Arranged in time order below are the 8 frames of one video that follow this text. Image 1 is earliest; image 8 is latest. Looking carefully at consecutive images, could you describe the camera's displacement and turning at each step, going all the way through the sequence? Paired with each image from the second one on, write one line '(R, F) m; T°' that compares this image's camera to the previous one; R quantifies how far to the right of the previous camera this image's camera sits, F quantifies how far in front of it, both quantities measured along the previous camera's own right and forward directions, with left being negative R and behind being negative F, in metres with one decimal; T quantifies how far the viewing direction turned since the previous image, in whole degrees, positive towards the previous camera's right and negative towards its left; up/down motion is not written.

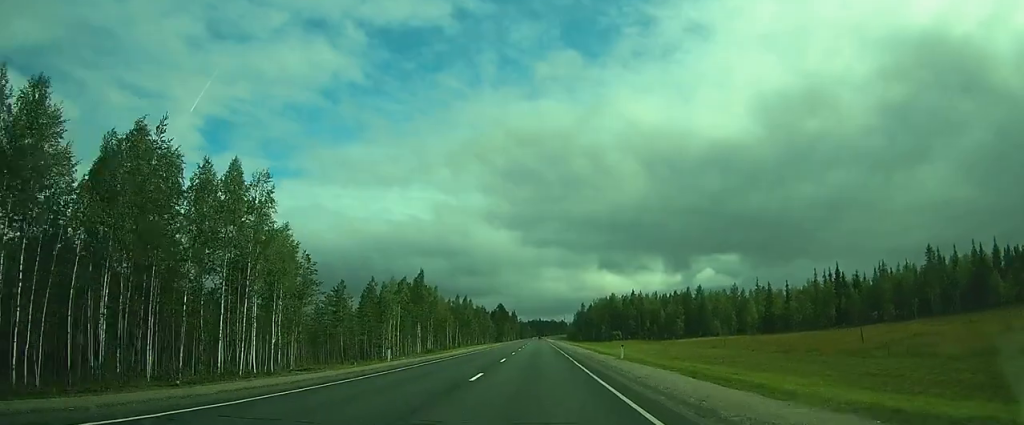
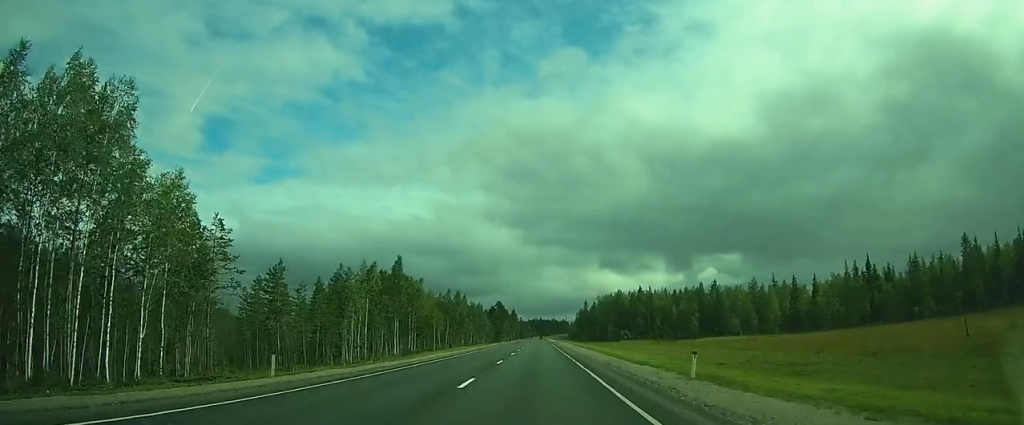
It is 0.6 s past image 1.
(-0.4, +13.9) m; 0°
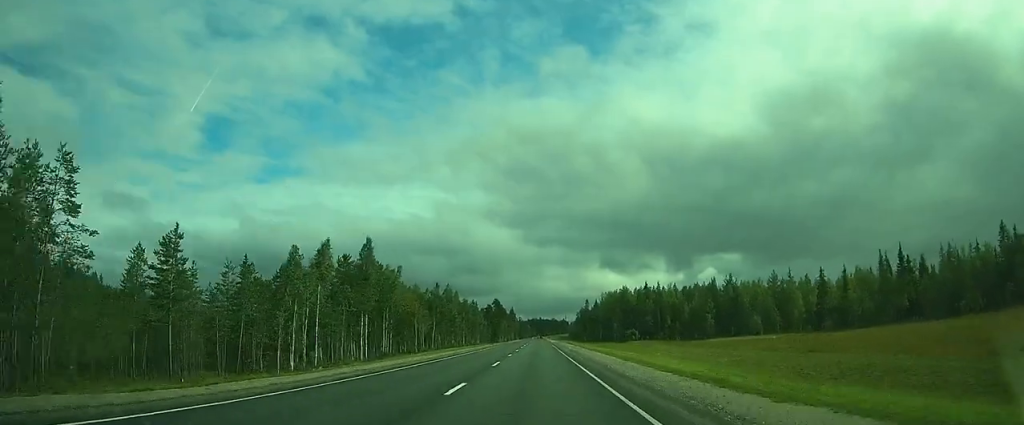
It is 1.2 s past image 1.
(+0.2, +13.2) m; 0°
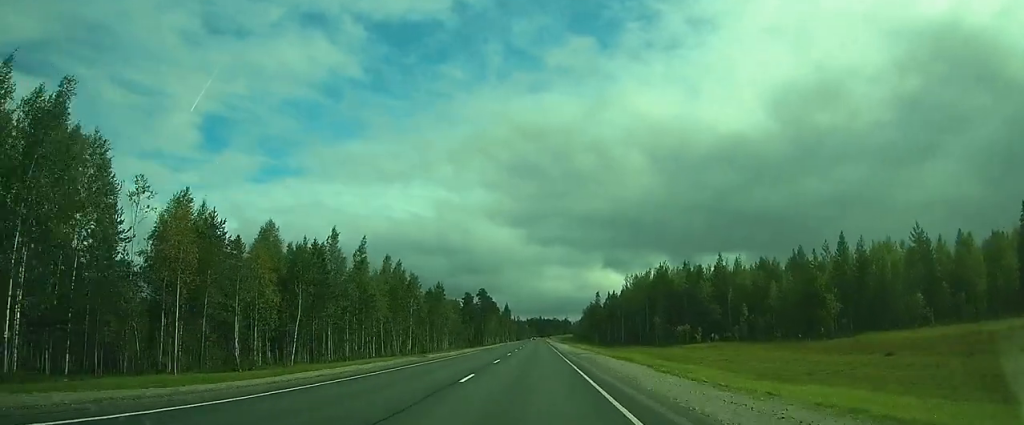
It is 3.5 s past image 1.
(+1.3, +55.1) m; +3°
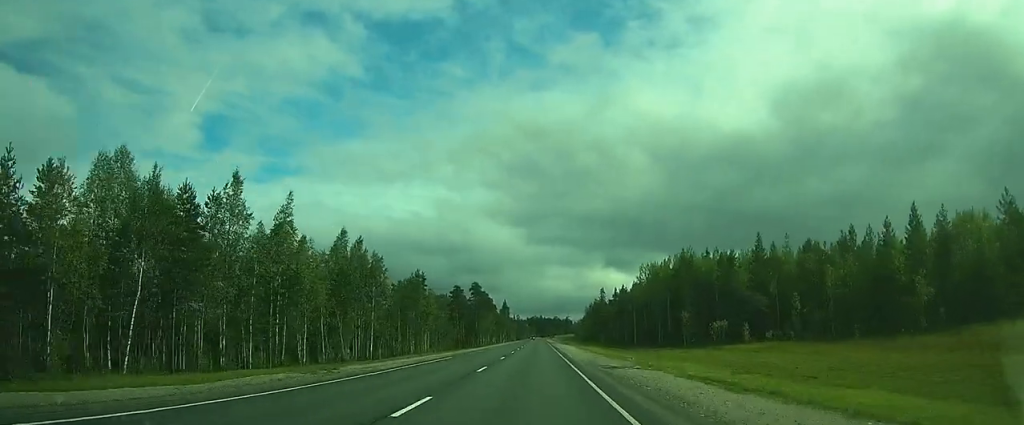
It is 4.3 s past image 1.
(+0.1, +19.8) m; +1°
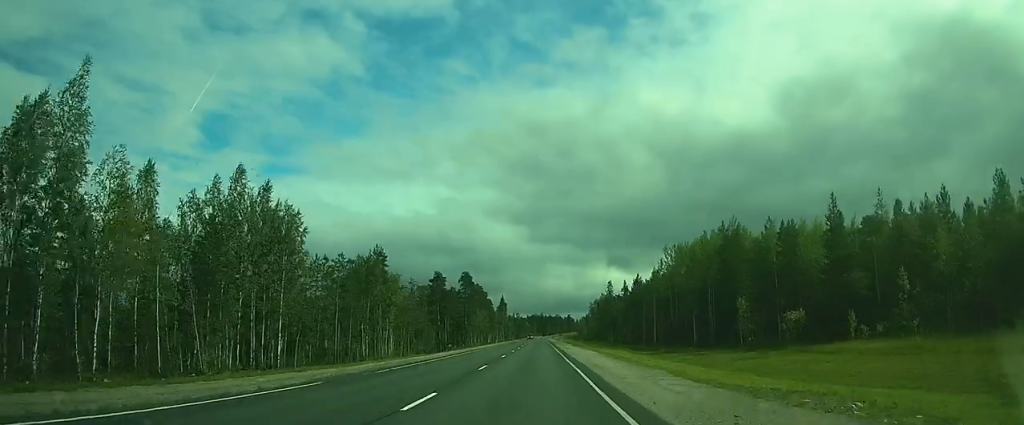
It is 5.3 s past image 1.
(+0.2, +24.7) m; +1°
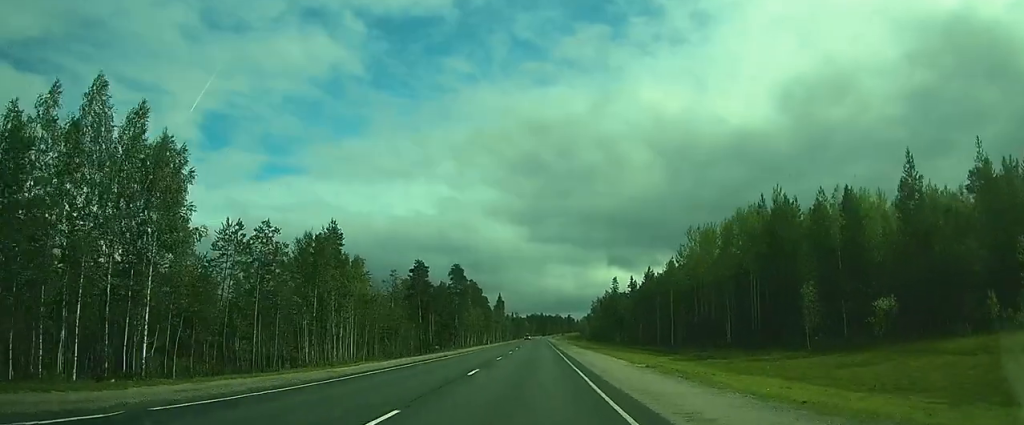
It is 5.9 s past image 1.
(+0.1, +16.6) m; +1°
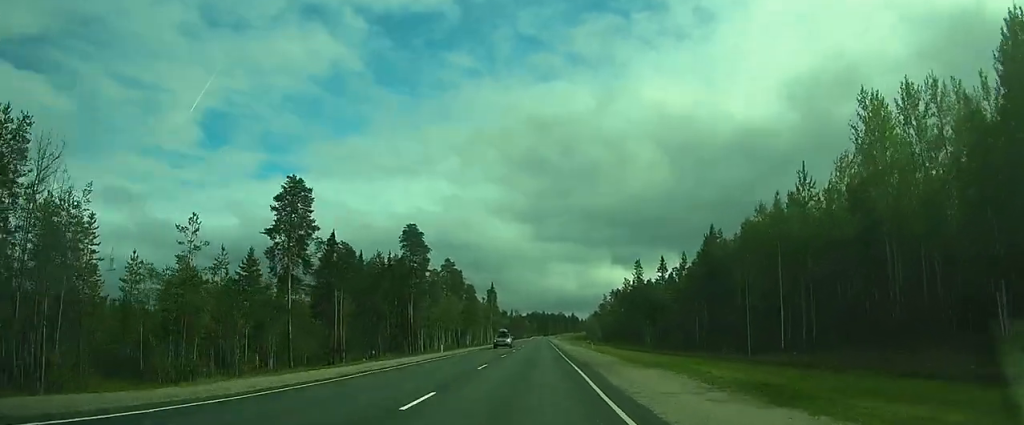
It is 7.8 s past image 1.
(+0.7, +50.8) m; +1°
